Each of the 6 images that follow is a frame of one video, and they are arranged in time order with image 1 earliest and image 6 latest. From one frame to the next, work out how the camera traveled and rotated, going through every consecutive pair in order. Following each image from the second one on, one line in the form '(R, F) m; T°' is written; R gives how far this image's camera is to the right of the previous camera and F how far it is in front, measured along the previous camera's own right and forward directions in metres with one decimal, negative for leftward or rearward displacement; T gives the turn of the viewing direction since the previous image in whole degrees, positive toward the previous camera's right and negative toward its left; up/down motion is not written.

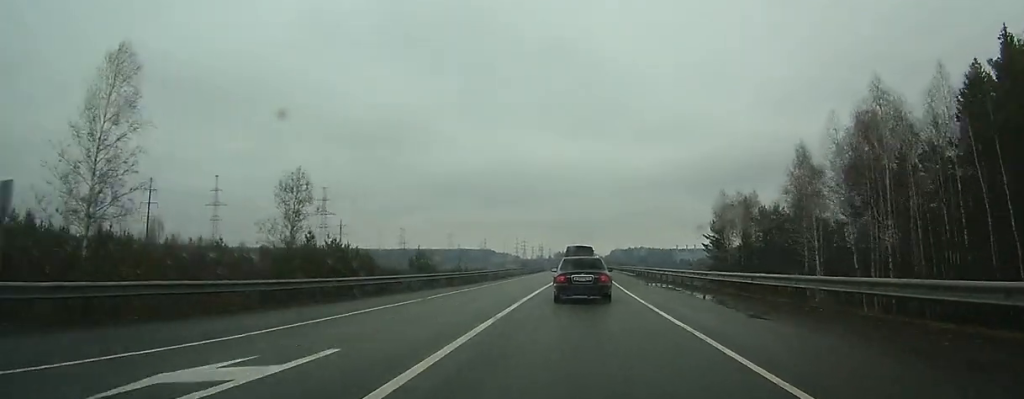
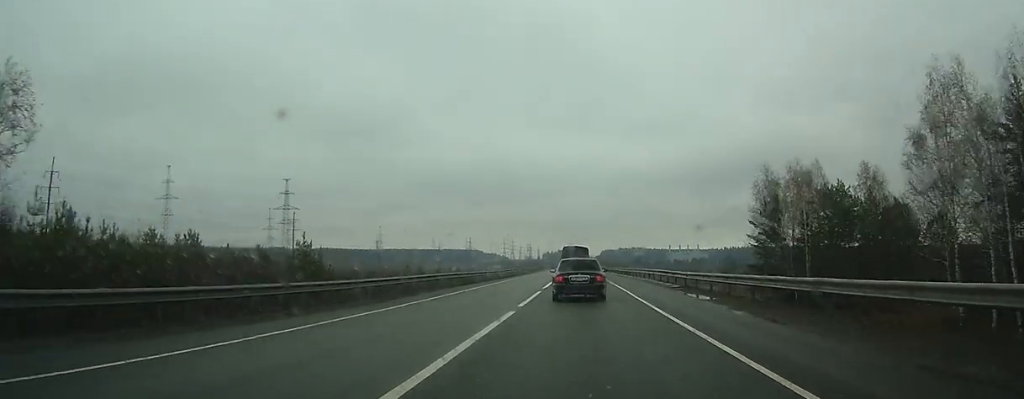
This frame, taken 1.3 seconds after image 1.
(-0.1, +30.4) m; +1°
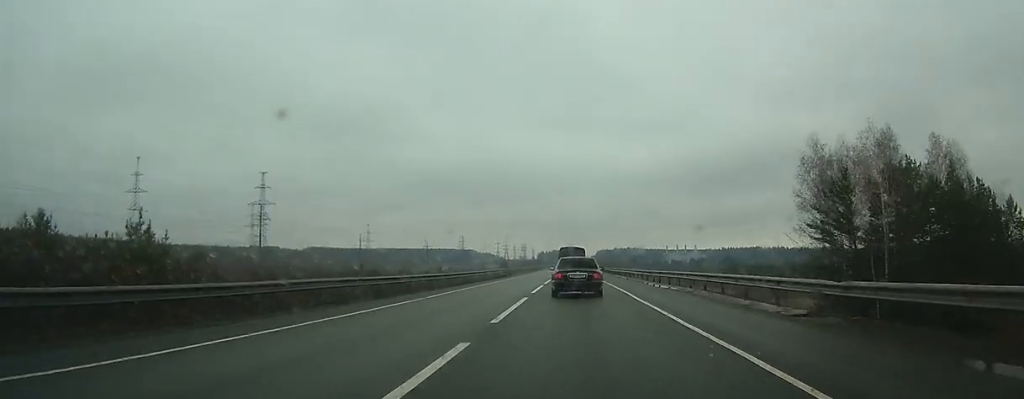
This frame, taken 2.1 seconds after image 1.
(+0.2, +18.0) m; +1°
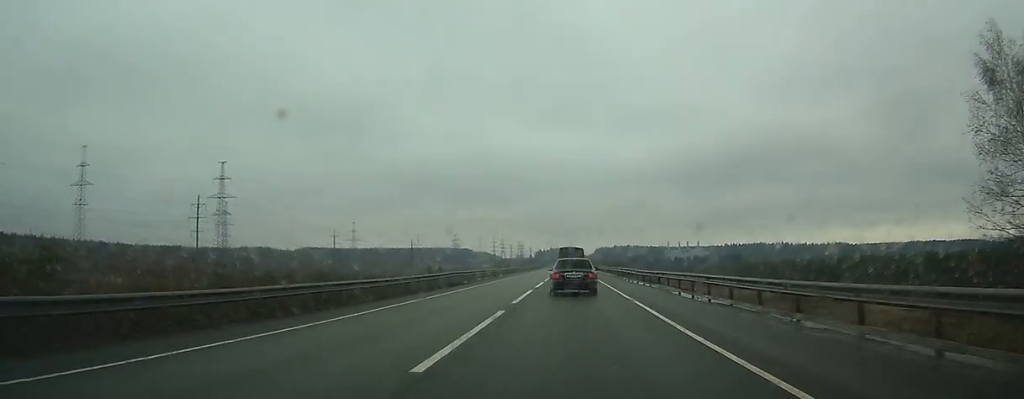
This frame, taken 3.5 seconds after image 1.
(+0.2, +30.0) m; +1°
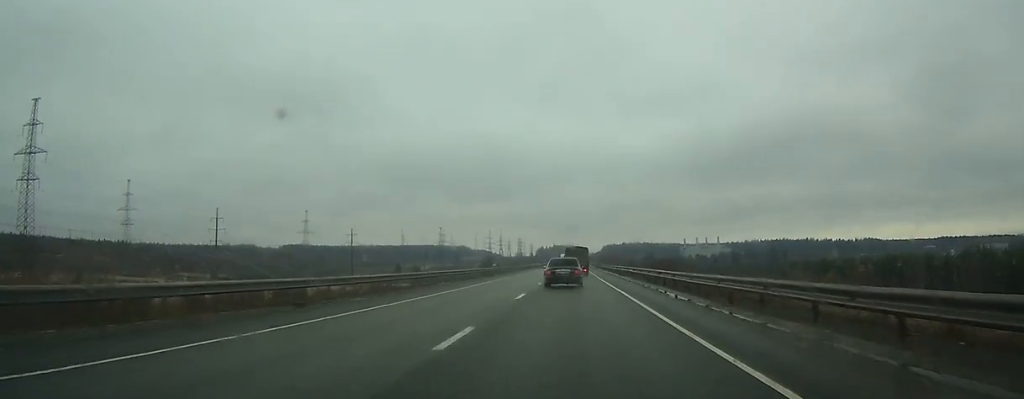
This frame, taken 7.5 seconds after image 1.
(+0.3, +92.7) m; 0°
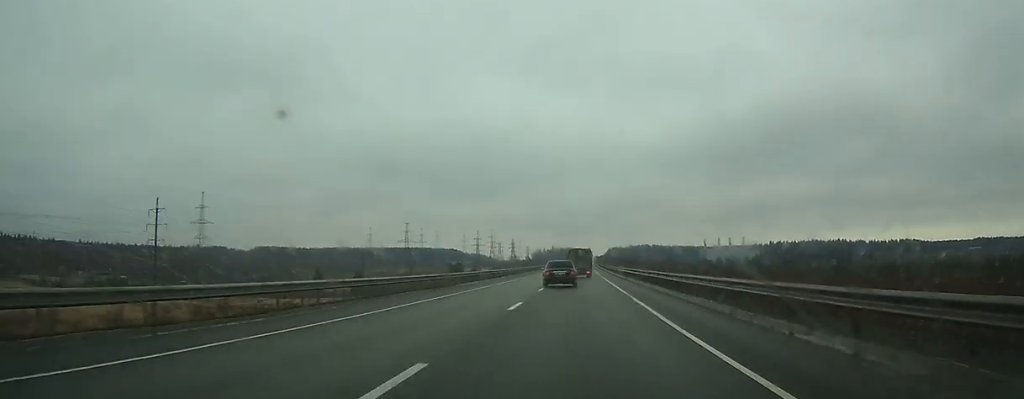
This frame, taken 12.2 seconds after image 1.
(-0.1, +111.9) m; 0°
